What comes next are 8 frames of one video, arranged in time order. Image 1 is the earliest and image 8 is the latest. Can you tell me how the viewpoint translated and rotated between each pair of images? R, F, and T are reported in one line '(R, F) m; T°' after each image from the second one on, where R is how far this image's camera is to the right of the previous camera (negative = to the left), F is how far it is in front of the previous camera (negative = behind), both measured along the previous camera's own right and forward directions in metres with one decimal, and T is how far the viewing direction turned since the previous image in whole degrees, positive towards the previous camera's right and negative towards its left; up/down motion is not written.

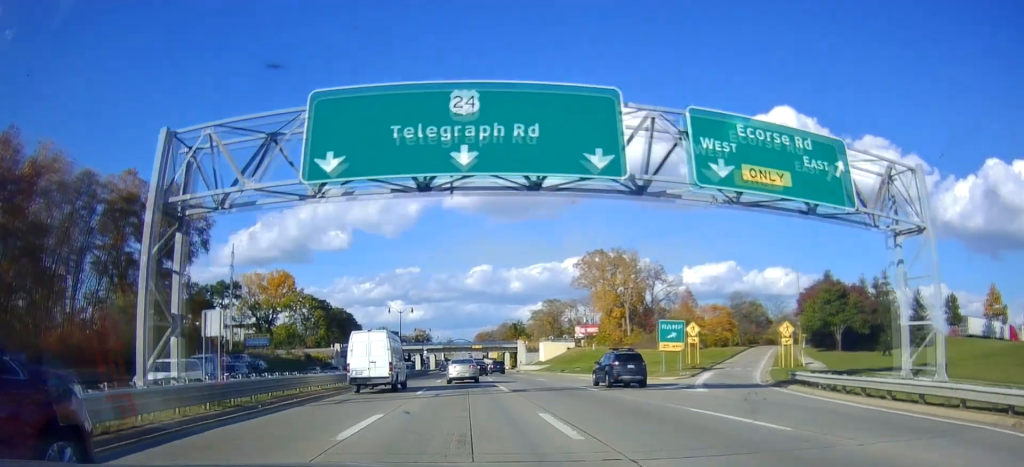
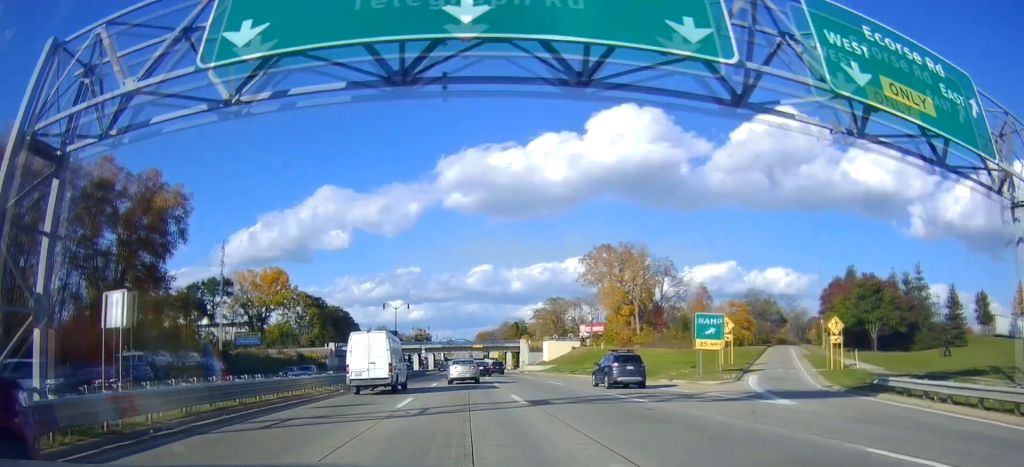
(+0.2, +6.9) m; -1°
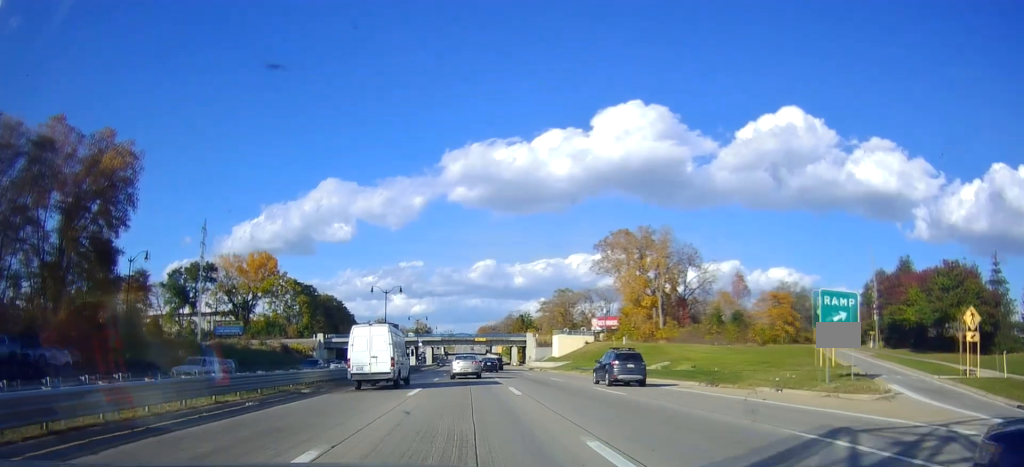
(-0.6, +13.4) m; 0°
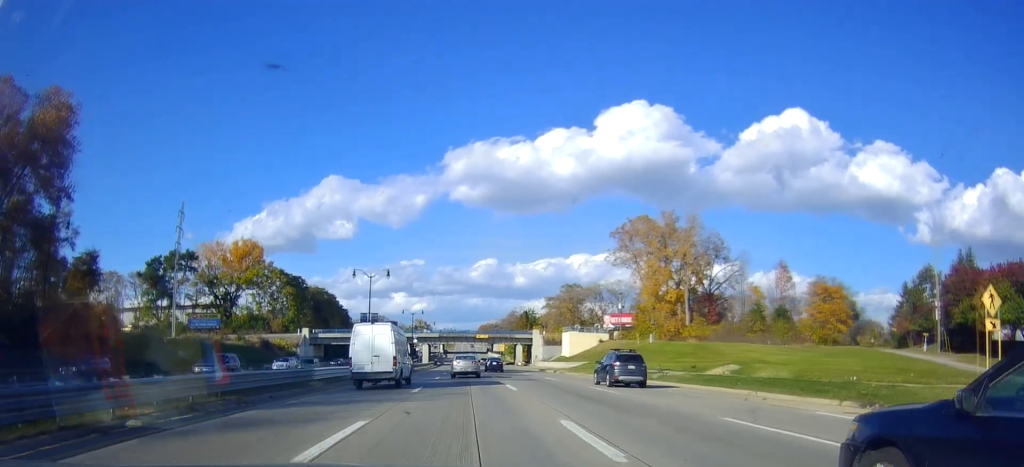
(+0.1, +12.9) m; +1°
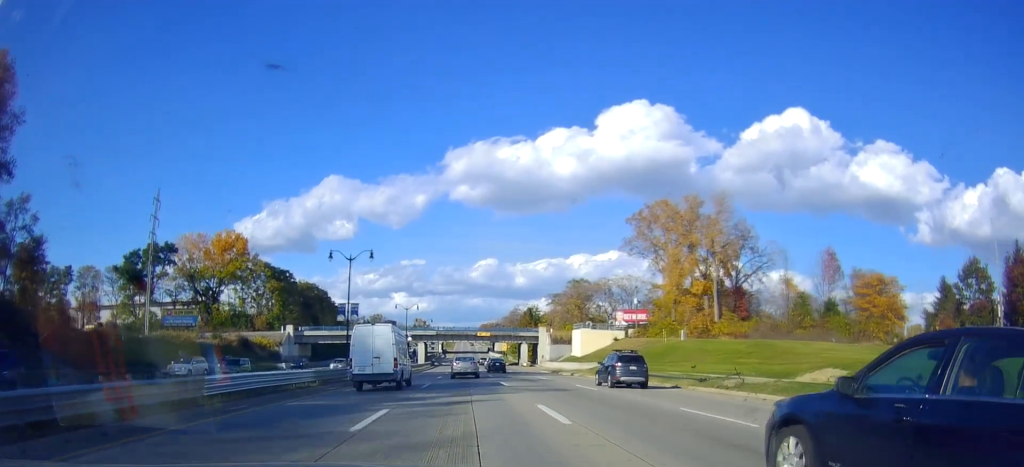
(+0.3, +11.2) m; +1°
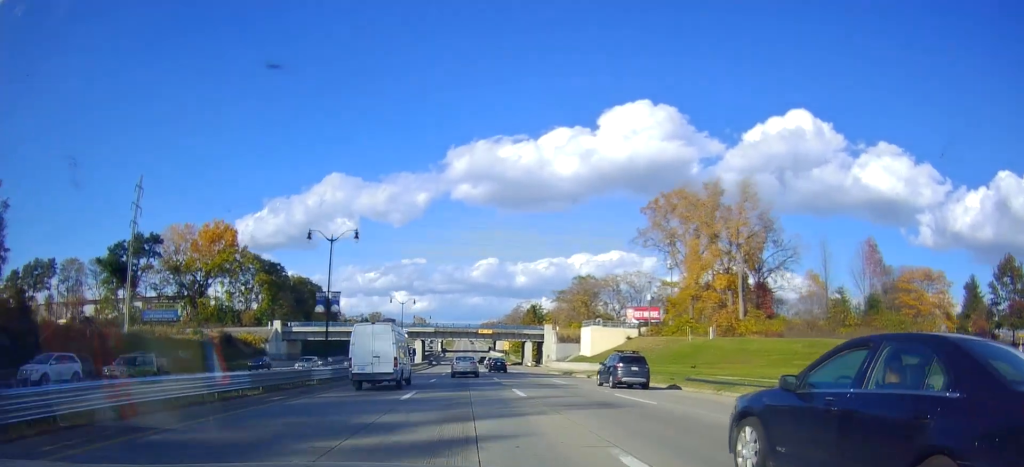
(-0.2, +7.9) m; 0°
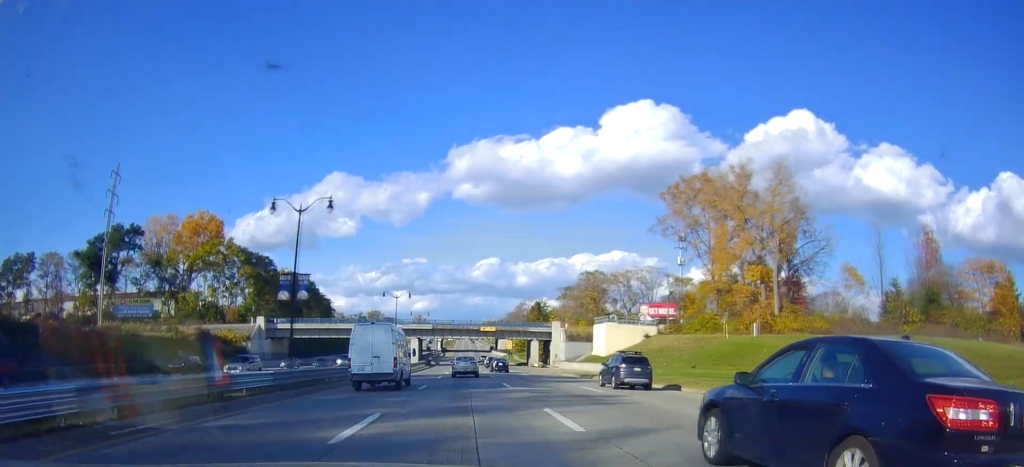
(-0.2, +9.2) m; 0°
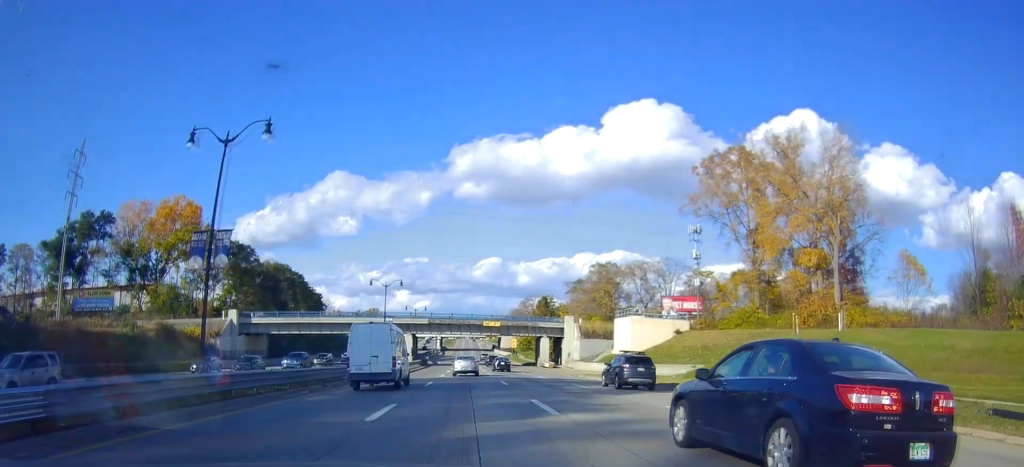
(+0.3, +12.6) m; +1°
